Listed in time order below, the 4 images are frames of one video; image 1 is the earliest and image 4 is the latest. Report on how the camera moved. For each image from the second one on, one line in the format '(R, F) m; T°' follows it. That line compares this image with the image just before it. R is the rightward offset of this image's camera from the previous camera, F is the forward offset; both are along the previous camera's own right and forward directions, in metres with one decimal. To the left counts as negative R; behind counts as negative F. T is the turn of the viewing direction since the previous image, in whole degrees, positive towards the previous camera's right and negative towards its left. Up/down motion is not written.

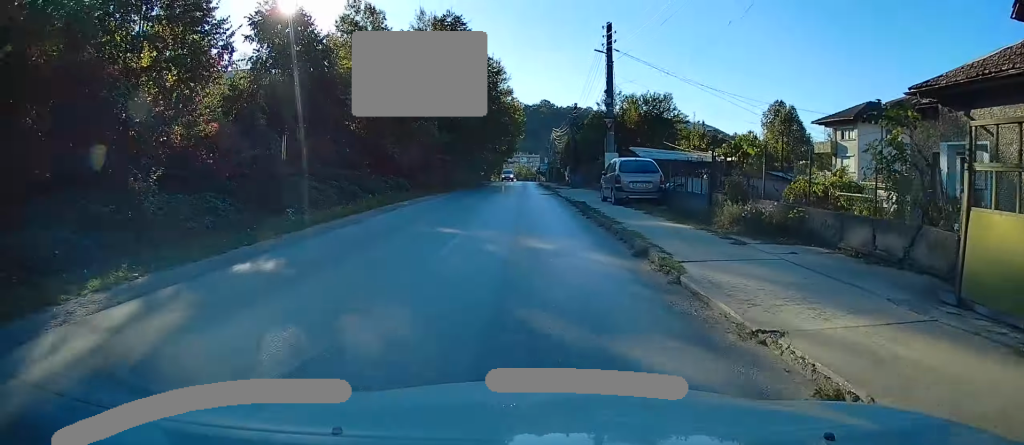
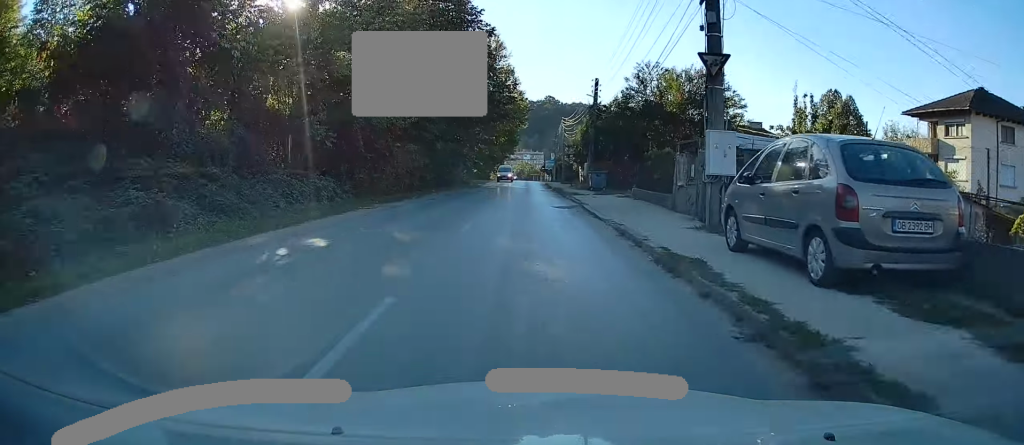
(-0.2, +15.5) m; -1°
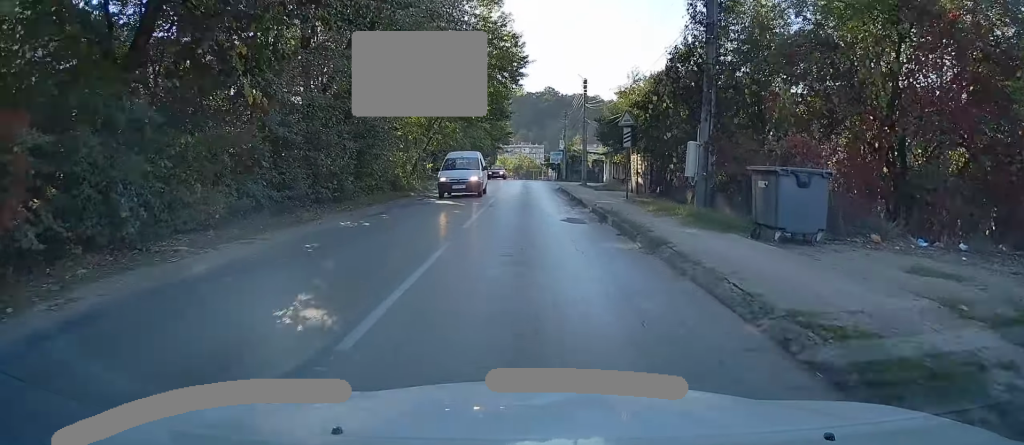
(+0.1, +29.9) m; 0°
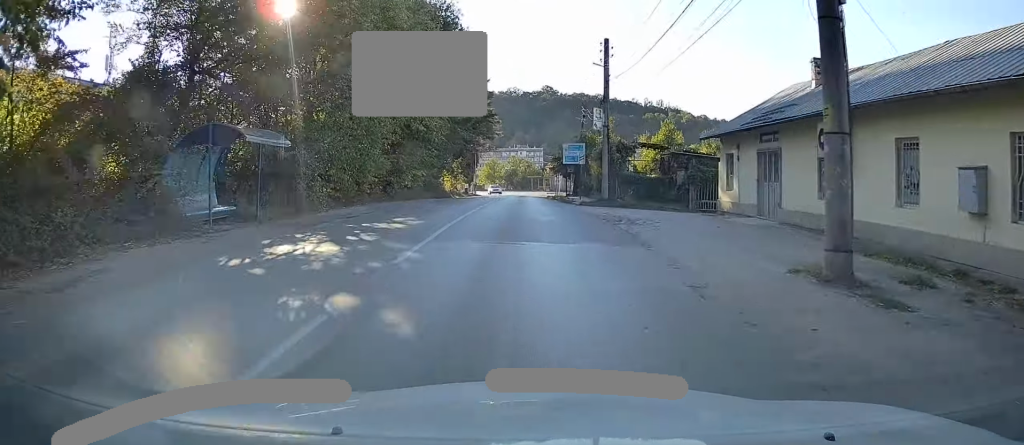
(+0.3, +40.6) m; +1°
